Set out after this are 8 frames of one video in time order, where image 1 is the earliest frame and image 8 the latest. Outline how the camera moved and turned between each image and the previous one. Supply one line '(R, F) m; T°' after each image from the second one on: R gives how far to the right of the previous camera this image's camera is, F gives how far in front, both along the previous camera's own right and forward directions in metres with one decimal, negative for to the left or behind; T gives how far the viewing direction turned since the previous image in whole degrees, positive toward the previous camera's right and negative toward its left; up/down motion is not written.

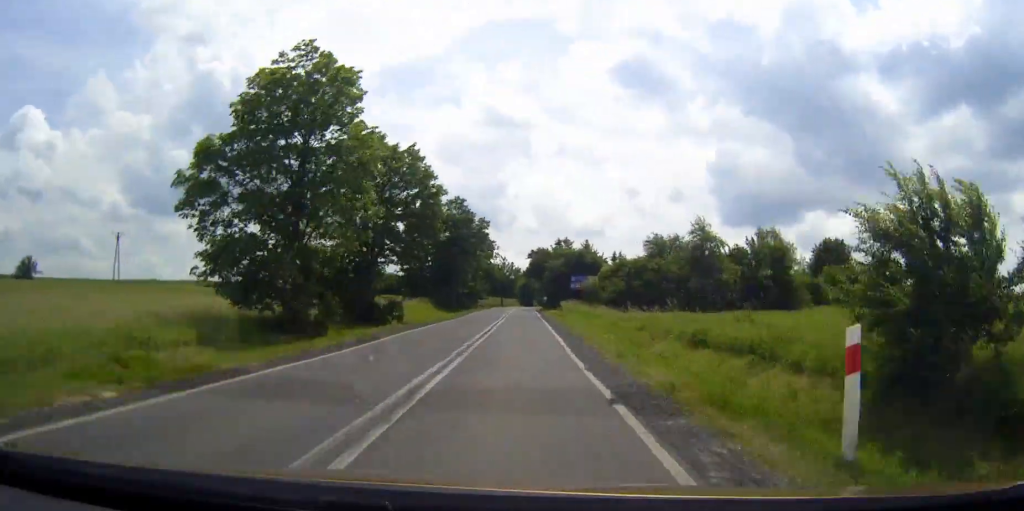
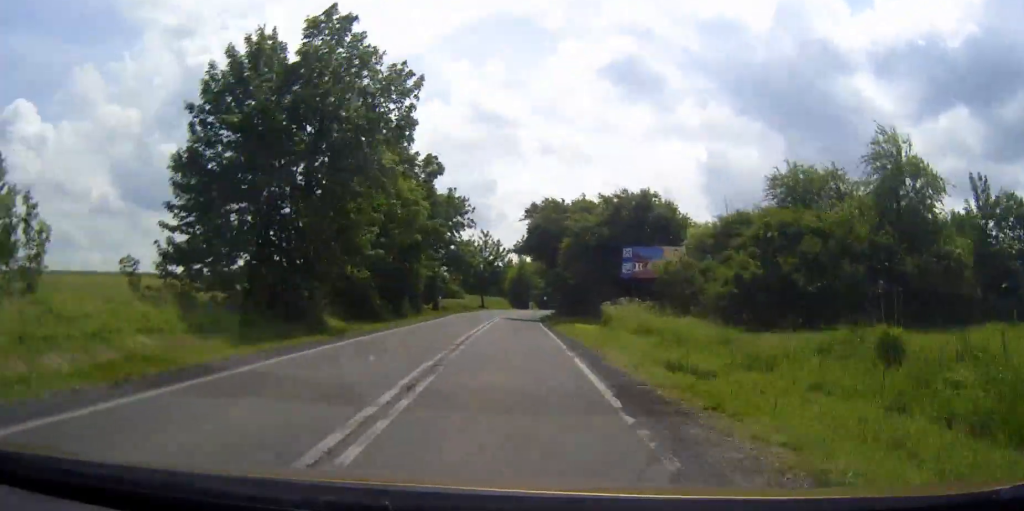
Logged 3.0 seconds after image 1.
(+0.6, +47.7) m; +2°
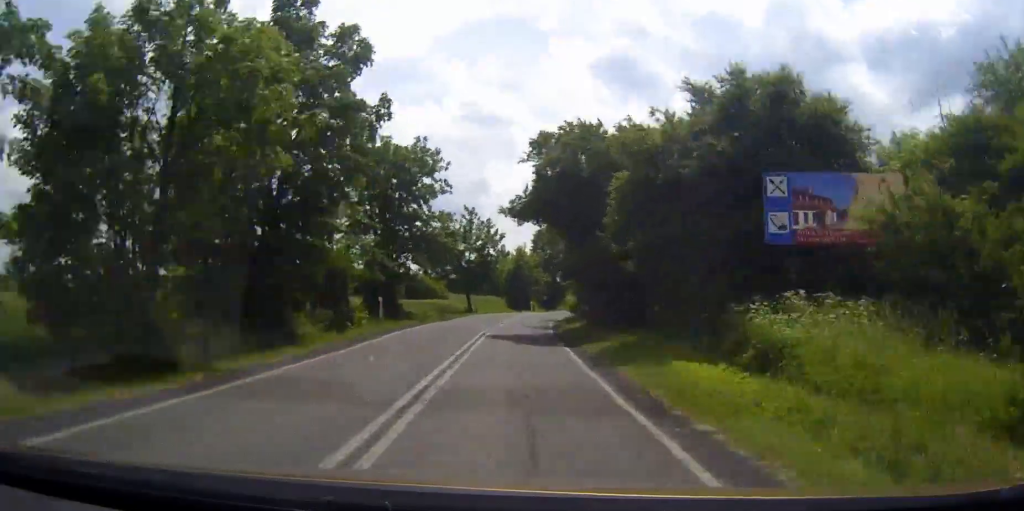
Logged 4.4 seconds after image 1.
(-0.4, +22.4) m; +1°
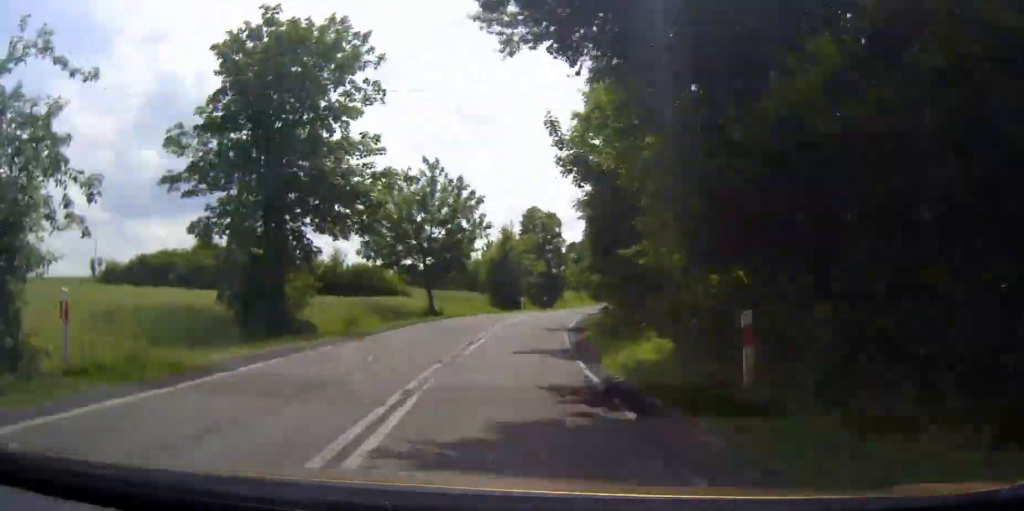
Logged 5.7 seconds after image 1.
(+0.7, +20.9) m; +2°
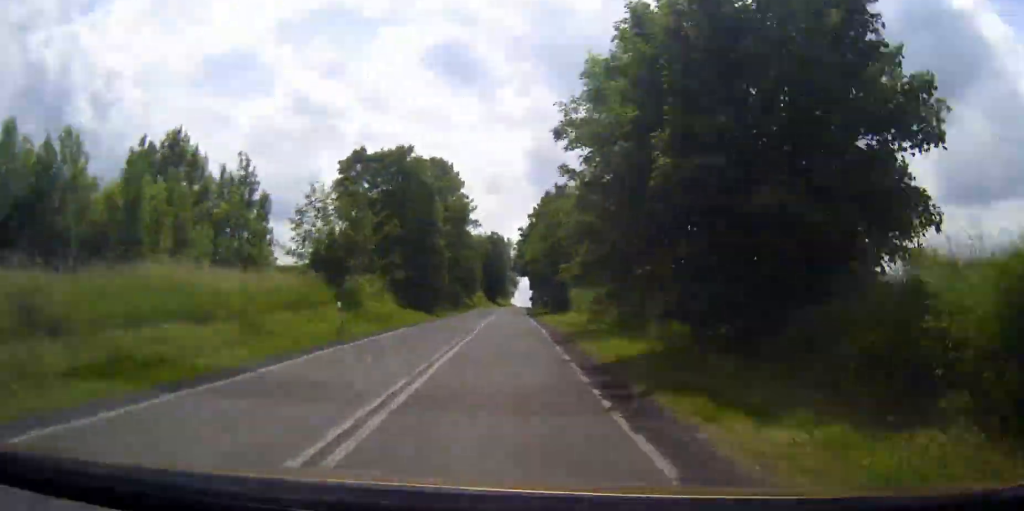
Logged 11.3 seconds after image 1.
(+7.3, +89.6) m; +7°
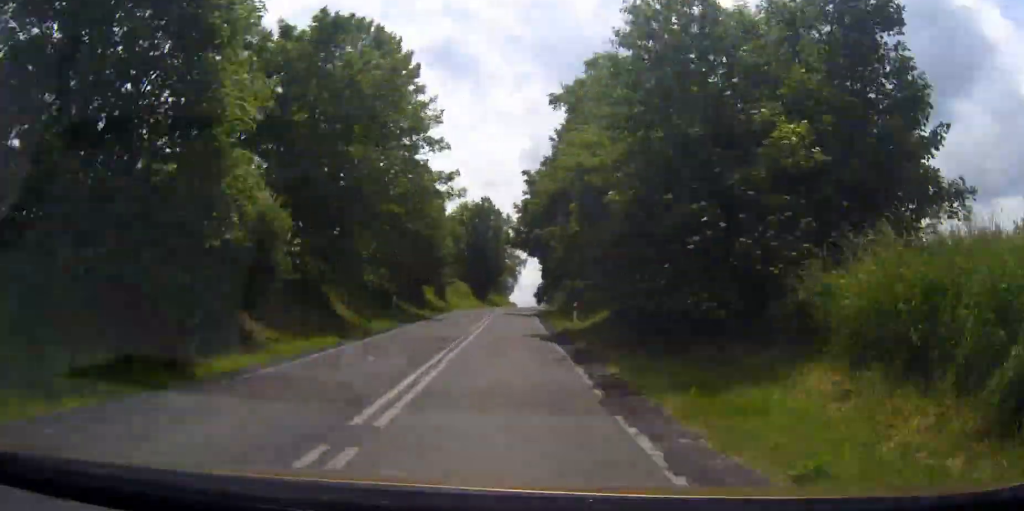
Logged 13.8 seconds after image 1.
(0.0, +39.1) m; +1°
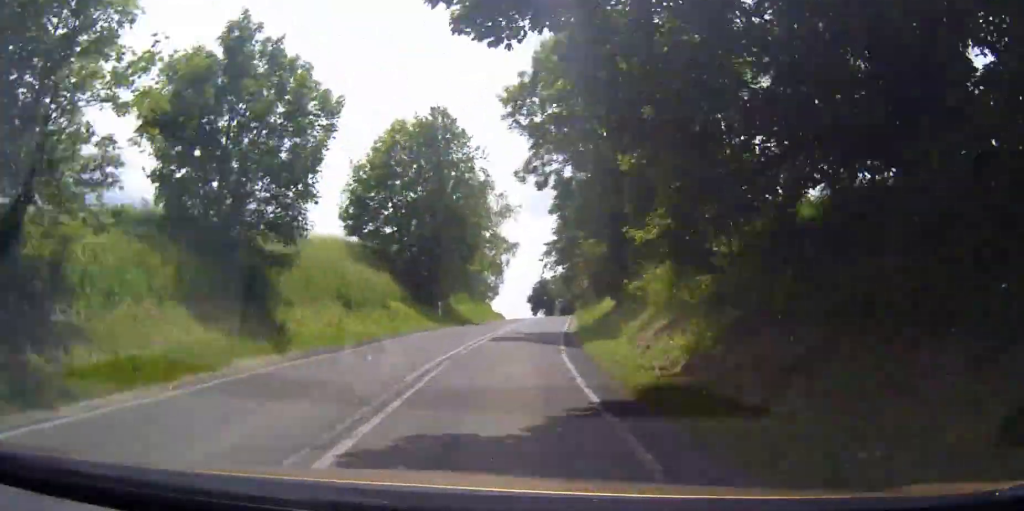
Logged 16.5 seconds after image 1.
(+0.3, +39.4) m; +2°
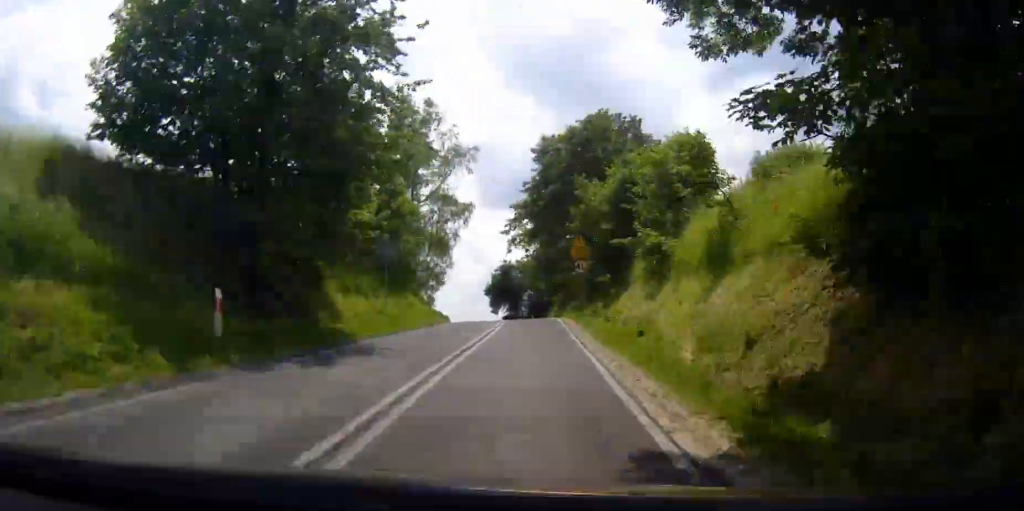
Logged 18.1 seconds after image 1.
(+0.5, +20.9) m; 0°
